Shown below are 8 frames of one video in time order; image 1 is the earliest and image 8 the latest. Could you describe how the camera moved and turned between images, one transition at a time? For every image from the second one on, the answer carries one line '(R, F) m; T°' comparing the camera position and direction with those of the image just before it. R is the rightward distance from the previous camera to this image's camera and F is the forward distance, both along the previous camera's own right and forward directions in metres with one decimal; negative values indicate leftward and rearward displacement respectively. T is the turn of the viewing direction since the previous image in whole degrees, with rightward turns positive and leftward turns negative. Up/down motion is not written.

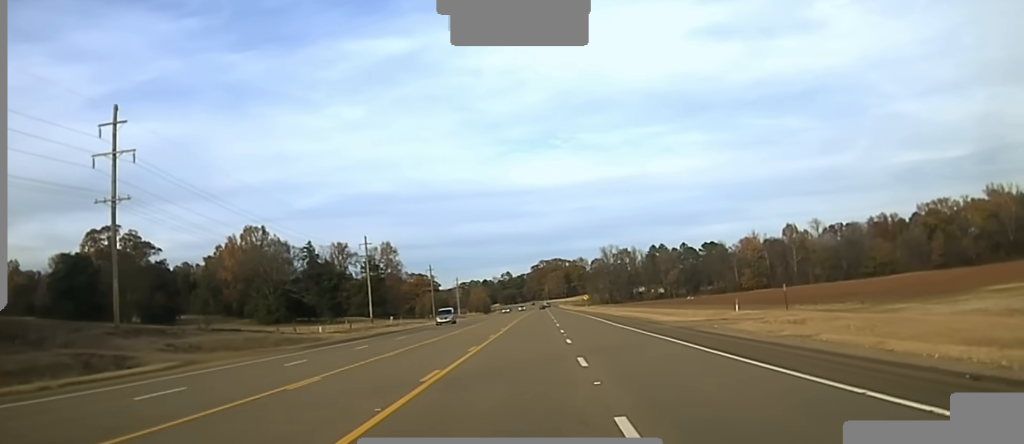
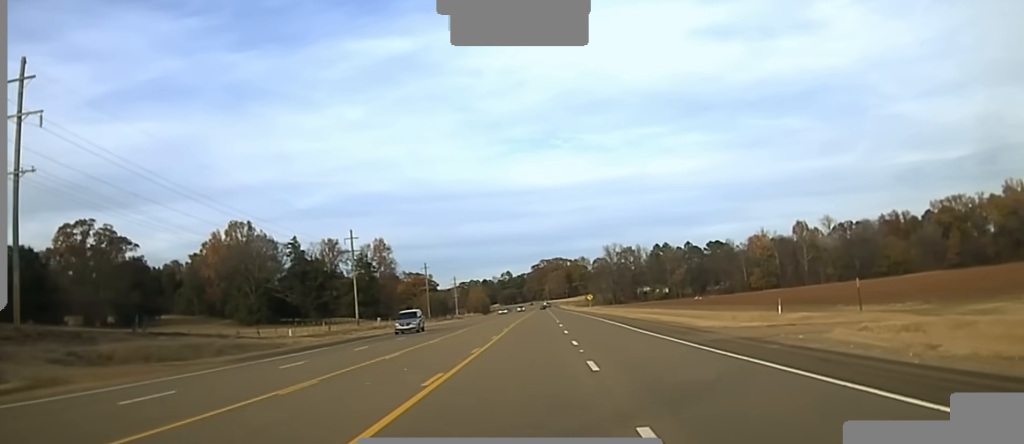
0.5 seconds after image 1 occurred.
(0.0, +13.0) m; 0°
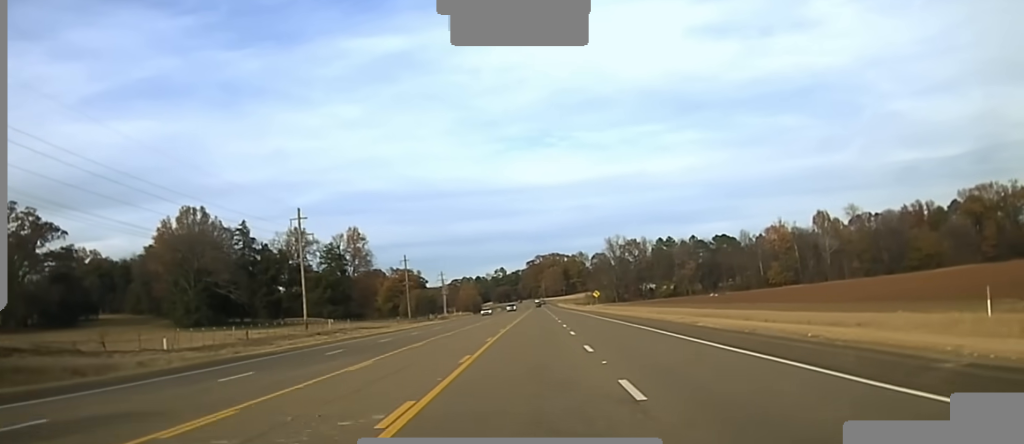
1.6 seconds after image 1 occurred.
(+0.2, +30.9) m; 0°
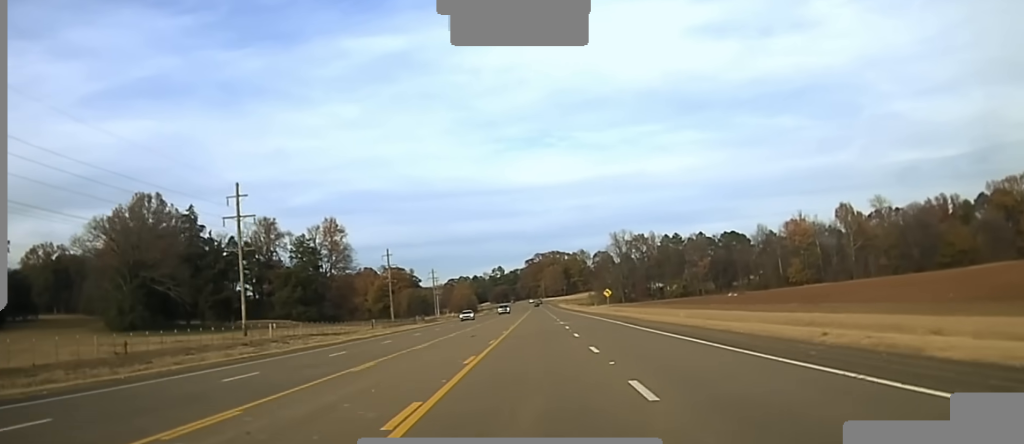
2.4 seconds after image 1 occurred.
(-0.1, +24.6) m; 0°
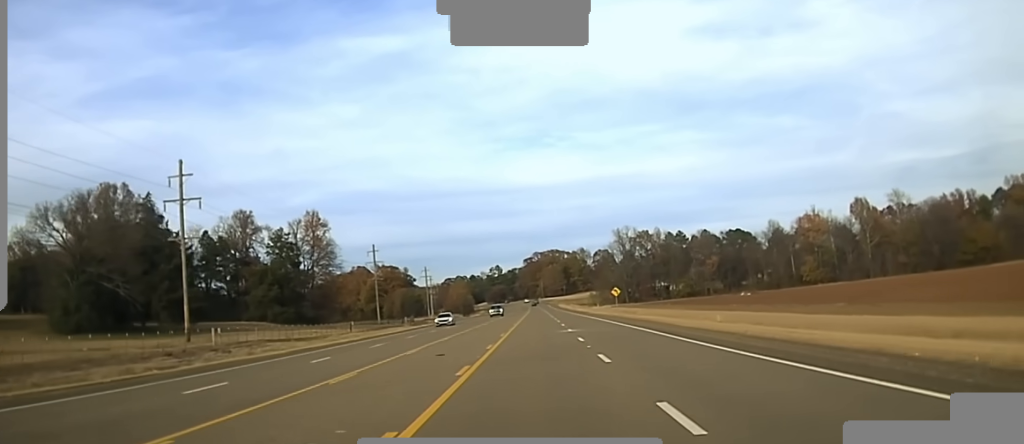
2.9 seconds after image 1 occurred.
(0.0, +15.4) m; 0°
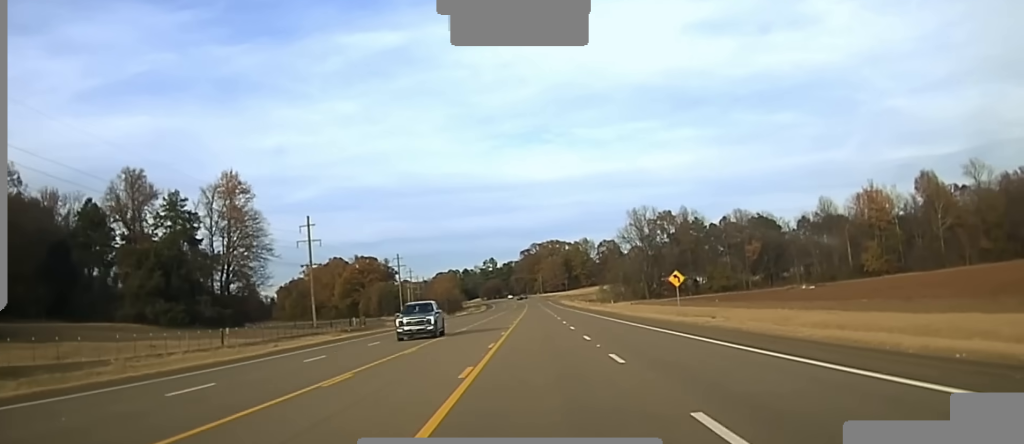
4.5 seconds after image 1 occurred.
(+0.1, +49.4) m; +1°
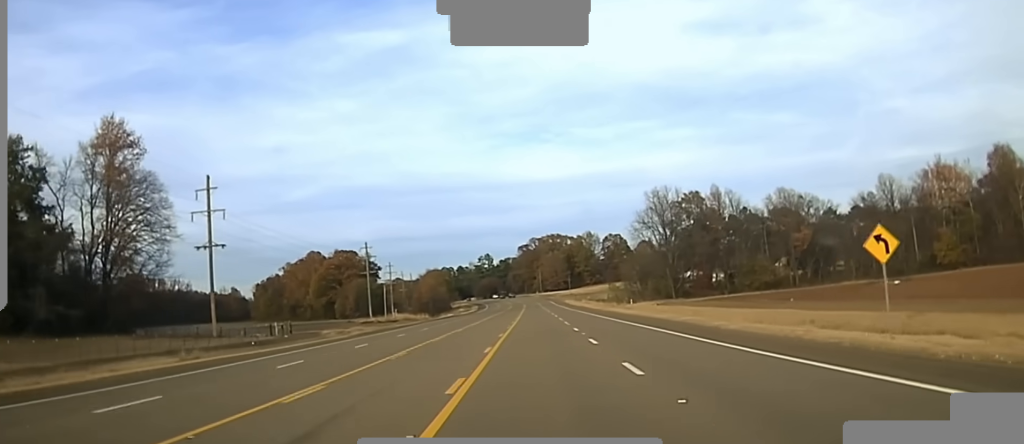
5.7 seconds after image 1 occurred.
(+0.2, +37.9) m; 0°
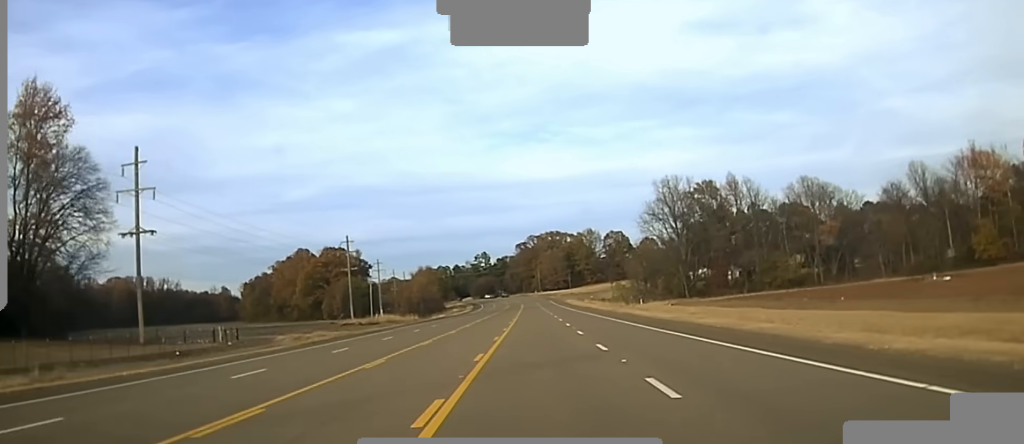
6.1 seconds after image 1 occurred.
(0.0, +14.1) m; 0°
